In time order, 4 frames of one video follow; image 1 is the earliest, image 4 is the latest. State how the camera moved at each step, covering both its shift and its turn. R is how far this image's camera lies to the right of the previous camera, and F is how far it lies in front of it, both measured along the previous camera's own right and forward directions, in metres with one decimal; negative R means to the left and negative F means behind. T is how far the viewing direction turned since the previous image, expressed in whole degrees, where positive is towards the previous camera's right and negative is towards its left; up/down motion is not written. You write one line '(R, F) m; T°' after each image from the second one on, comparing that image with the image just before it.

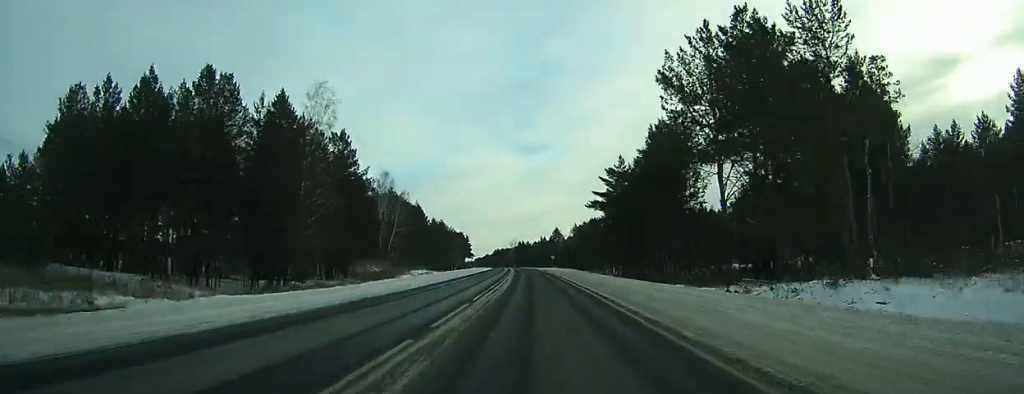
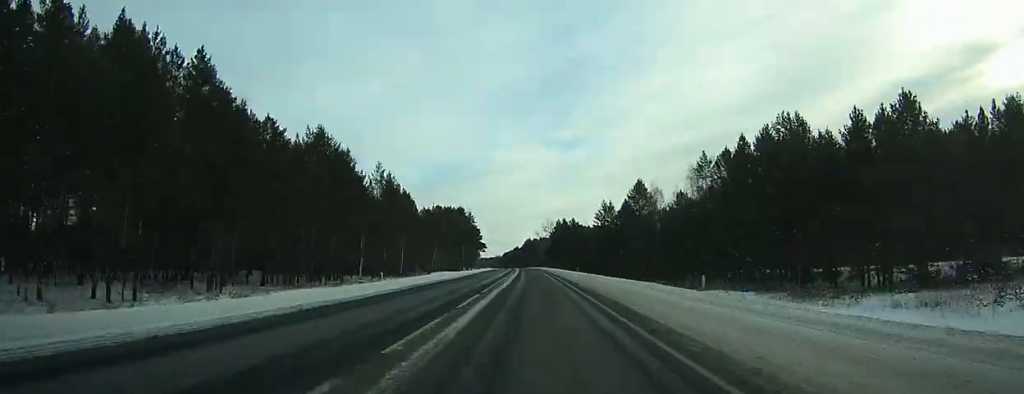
(-27.0, +137.8) m; -11°
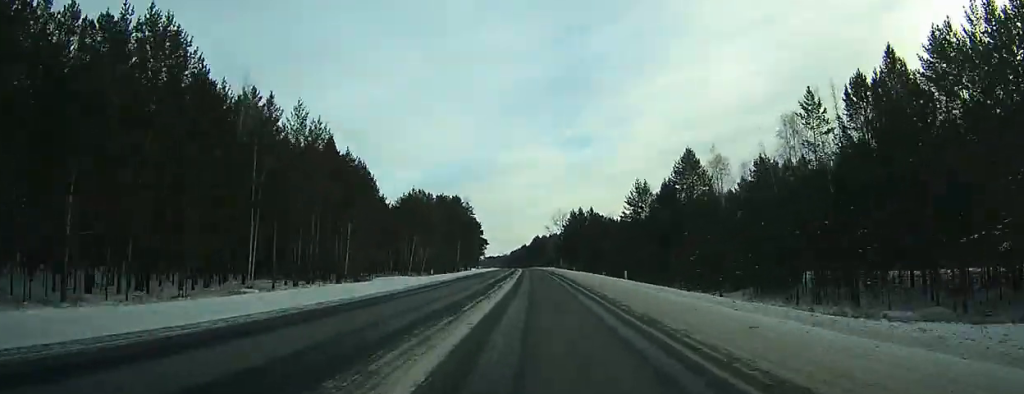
(+0.5, +34.2) m; 0°
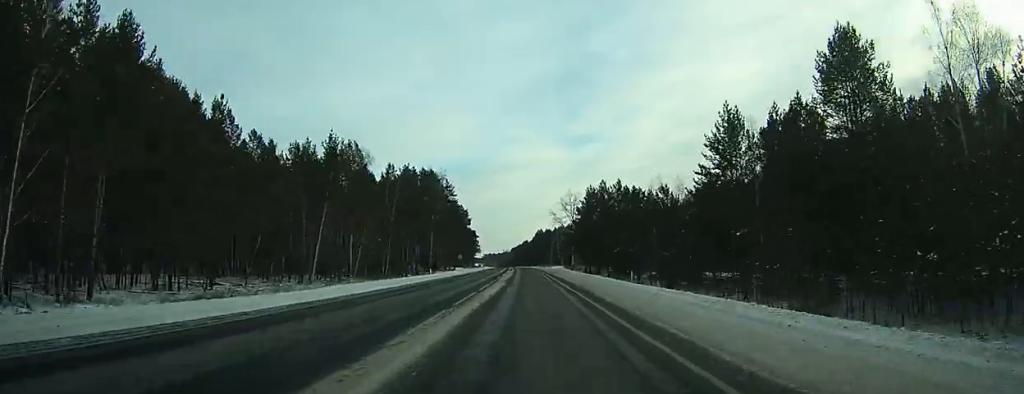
(-0.8, +49.9) m; -2°
